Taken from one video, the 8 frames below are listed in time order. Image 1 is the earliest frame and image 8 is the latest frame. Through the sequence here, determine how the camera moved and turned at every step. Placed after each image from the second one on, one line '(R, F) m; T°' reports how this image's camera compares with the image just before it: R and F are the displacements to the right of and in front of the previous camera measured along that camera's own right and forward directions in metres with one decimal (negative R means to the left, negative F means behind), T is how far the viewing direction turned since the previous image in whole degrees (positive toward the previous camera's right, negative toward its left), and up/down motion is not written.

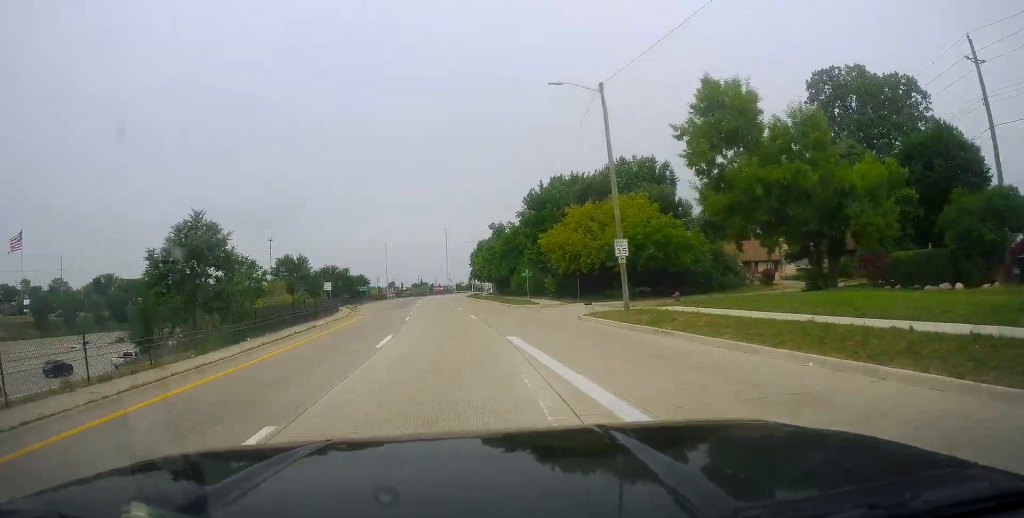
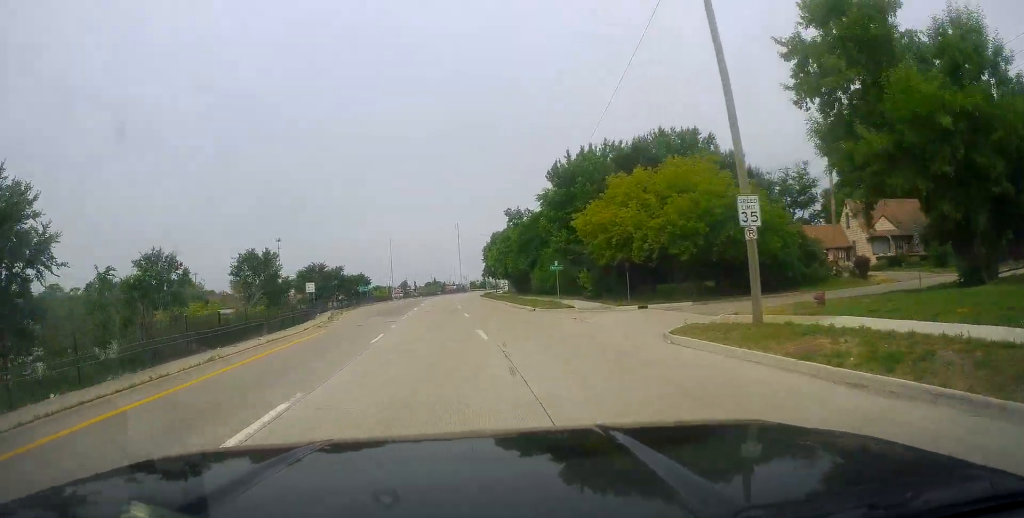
(-0.2, +12.3) m; -1°
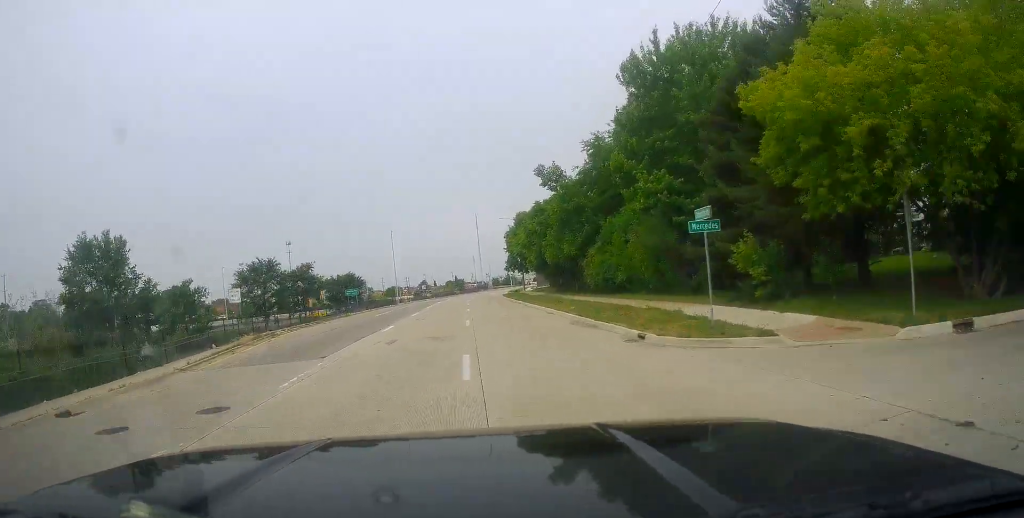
(-0.3, +22.6) m; -2°
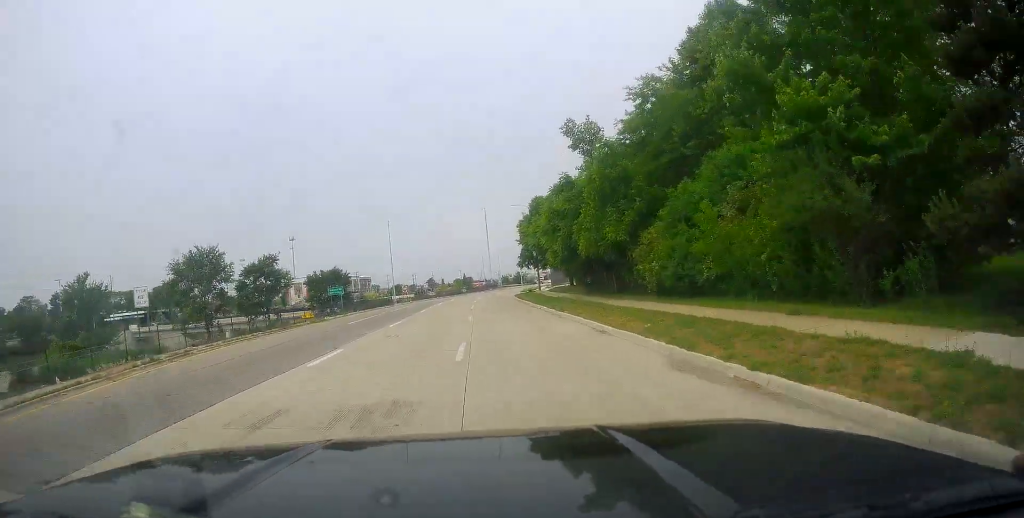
(0.0, +11.9) m; -1°
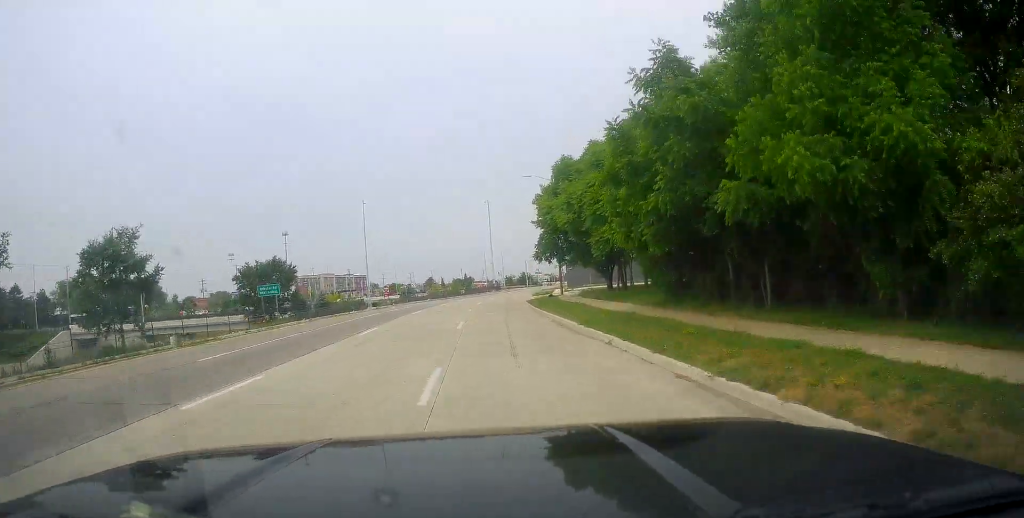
(-0.6, +20.1) m; -2°
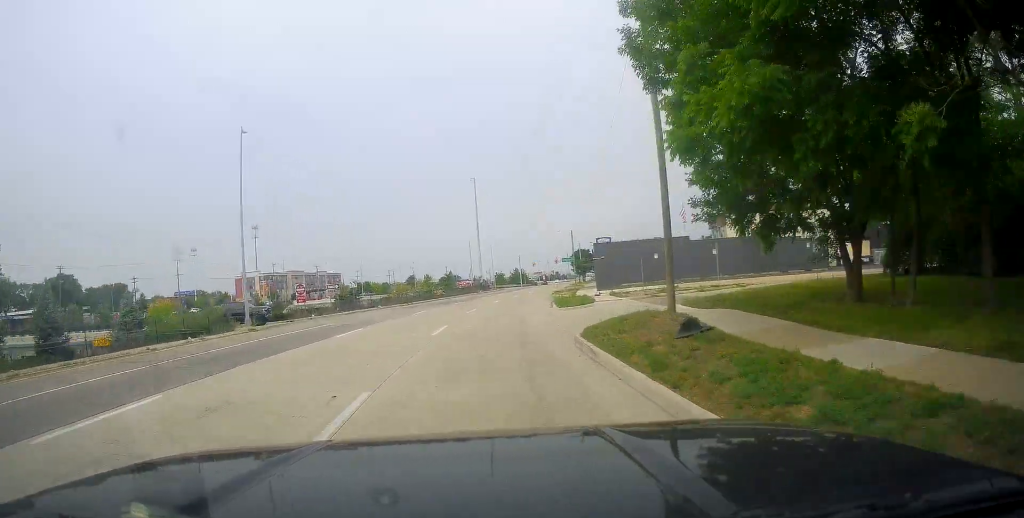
(-0.3, +33.5) m; +1°
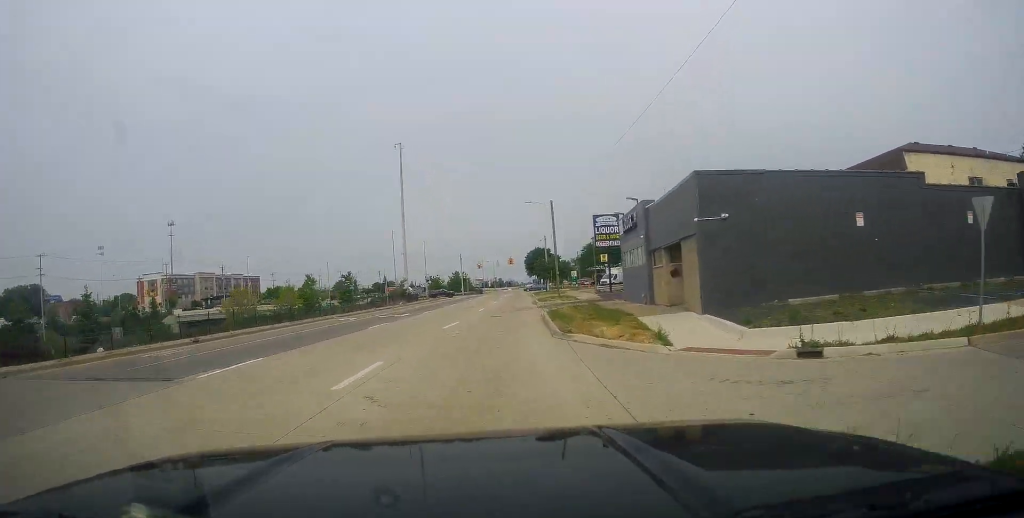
(+1.6, +40.7) m; +4°
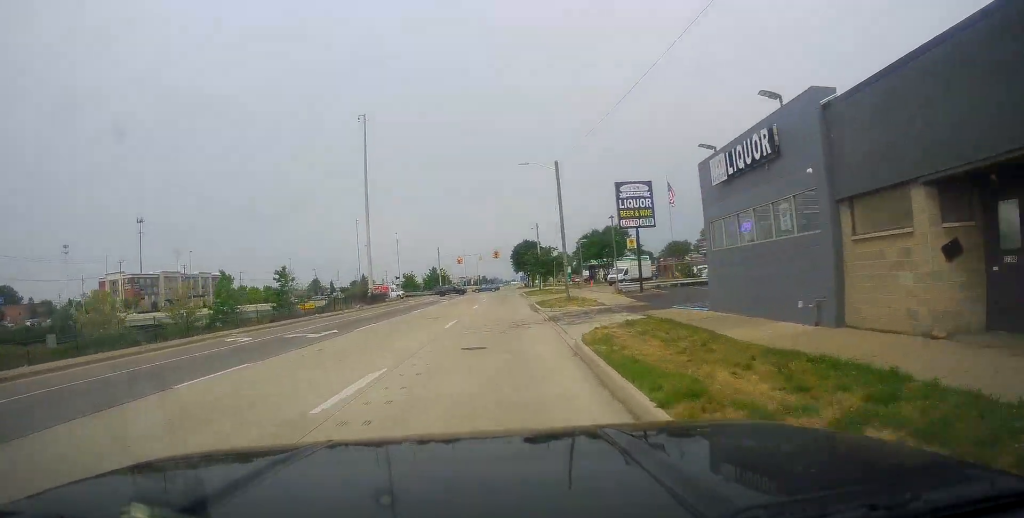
(+0.3, +17.3) m; +2°
